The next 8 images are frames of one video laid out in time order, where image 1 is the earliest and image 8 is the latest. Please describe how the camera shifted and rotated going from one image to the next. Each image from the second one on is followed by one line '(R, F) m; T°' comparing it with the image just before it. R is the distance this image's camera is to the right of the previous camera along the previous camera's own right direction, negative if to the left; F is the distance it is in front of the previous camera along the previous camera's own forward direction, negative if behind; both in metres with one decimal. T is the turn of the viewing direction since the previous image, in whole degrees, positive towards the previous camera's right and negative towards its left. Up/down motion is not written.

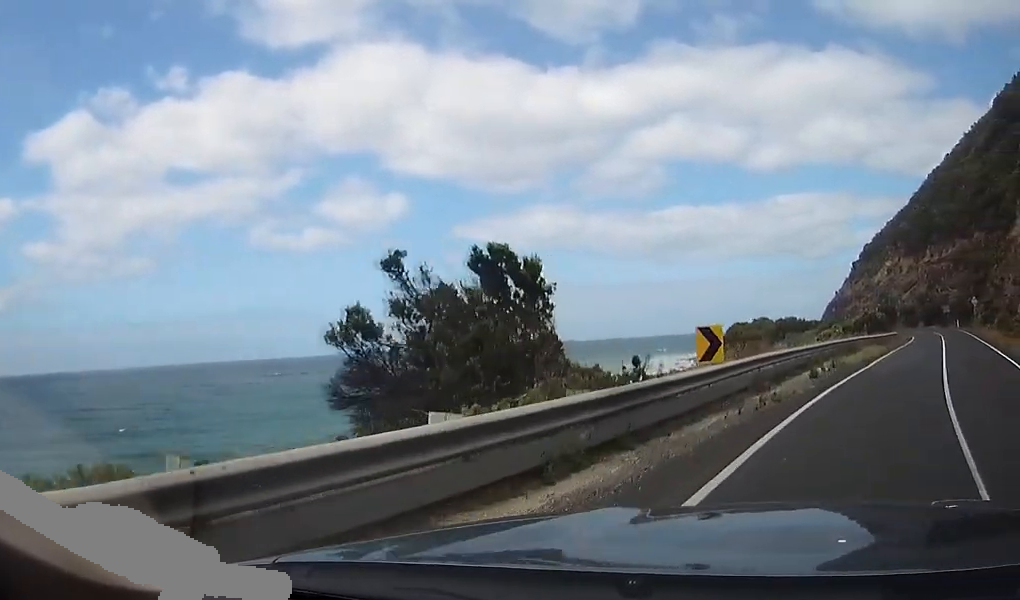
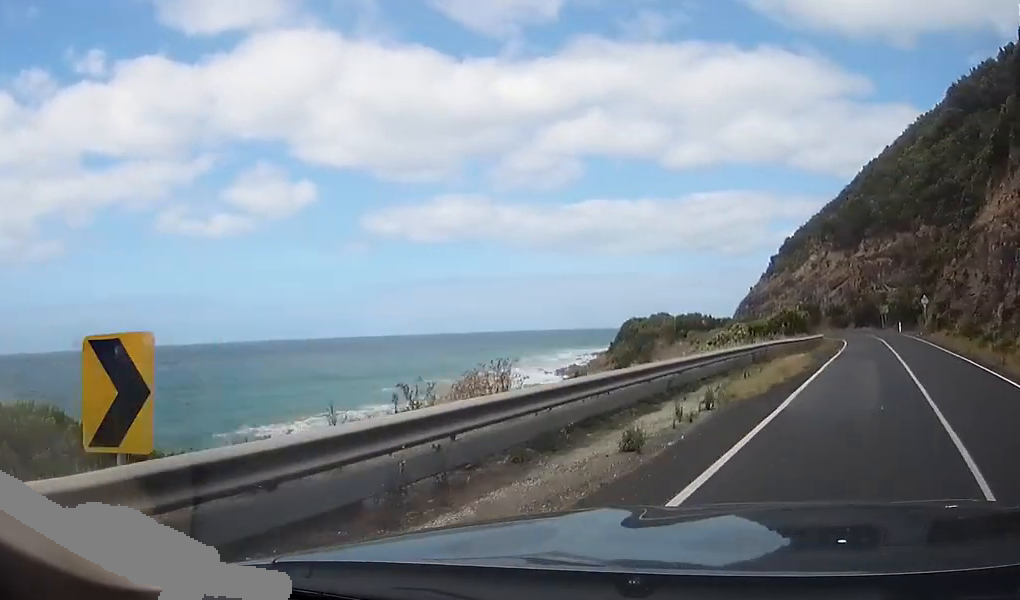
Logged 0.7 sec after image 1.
(+0.5, +11.6) m; +3°
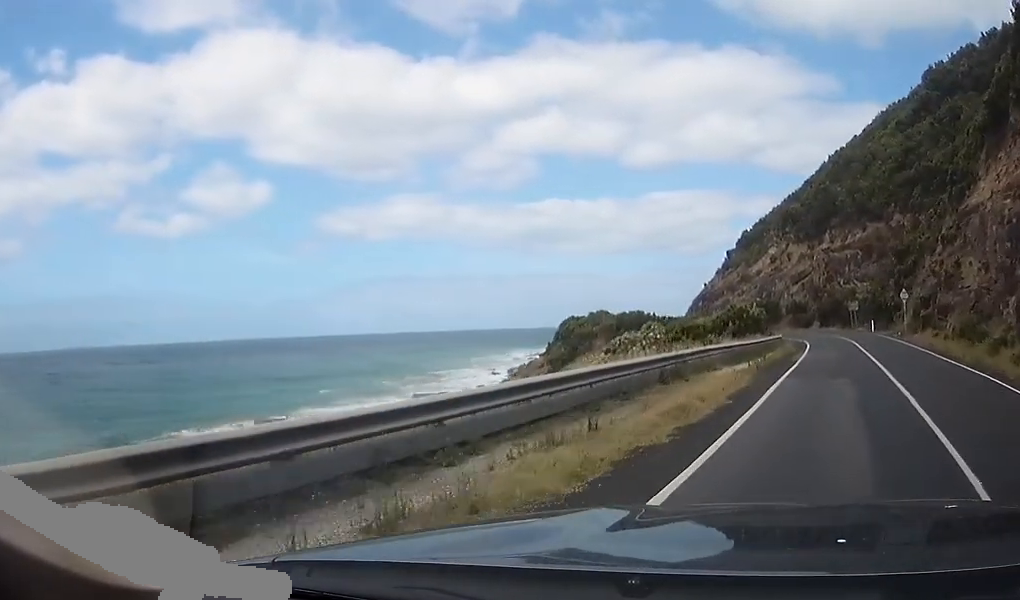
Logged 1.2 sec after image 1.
(+0.2, +9.1) m; 0°
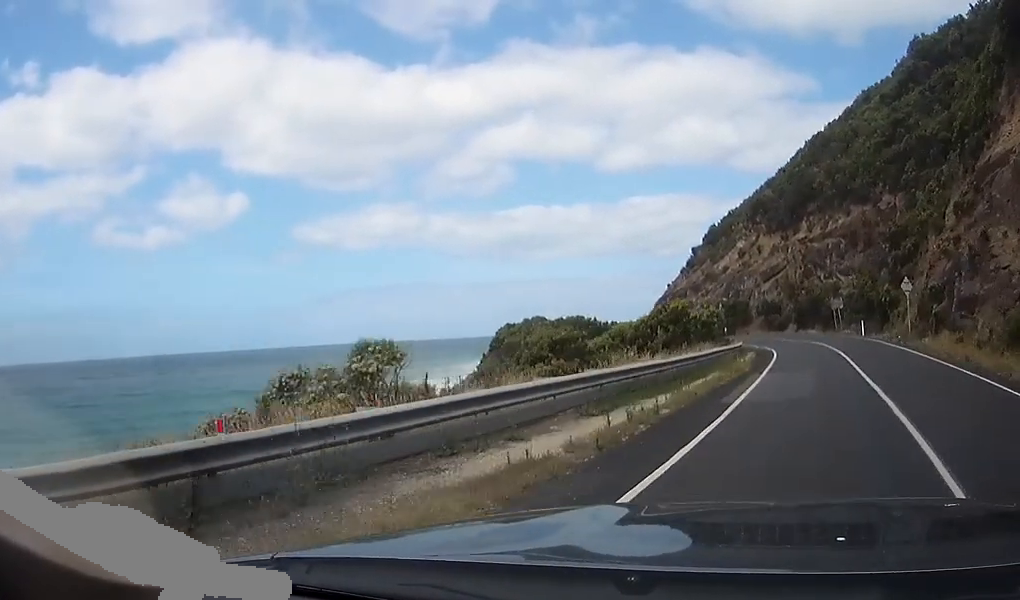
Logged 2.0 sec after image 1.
(0.0, +13.4) m; -2°
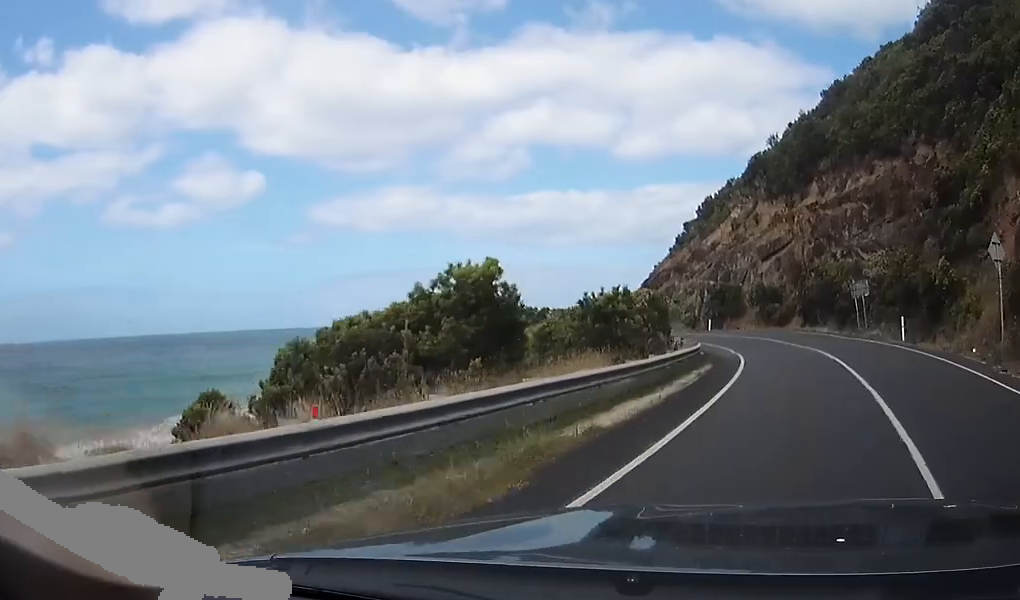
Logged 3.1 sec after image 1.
(-0.8, +19.3) m; -8°
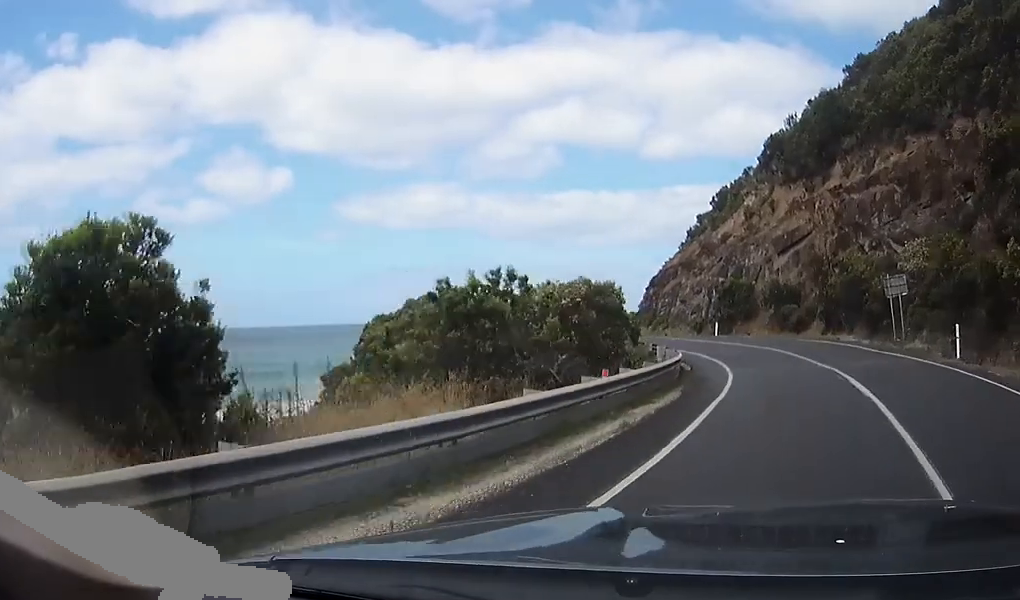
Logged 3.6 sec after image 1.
(-0.1, +8.7) m; -5°
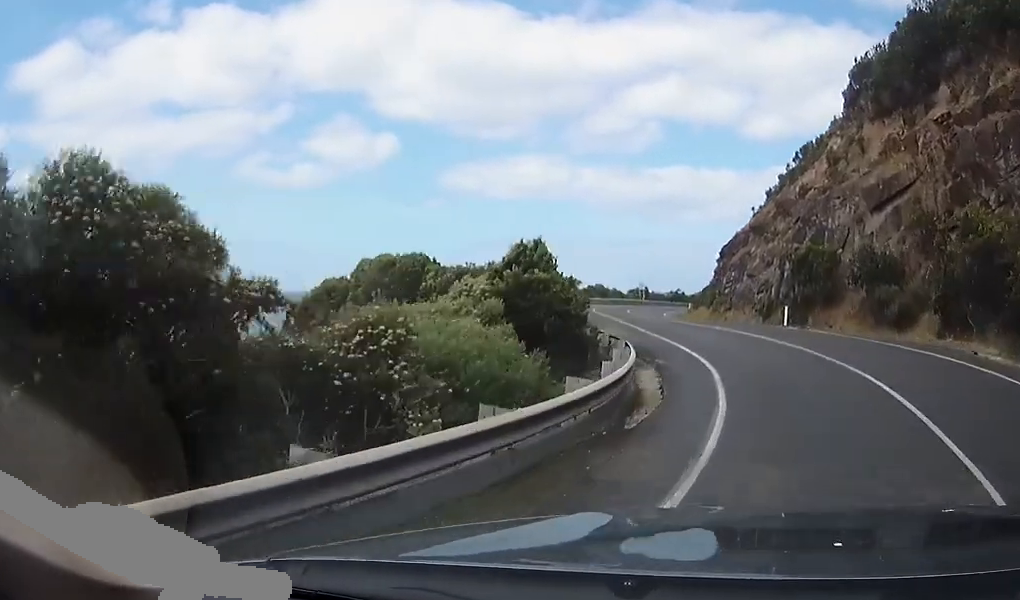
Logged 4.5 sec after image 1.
(-1.5, +16.0) m; -12°
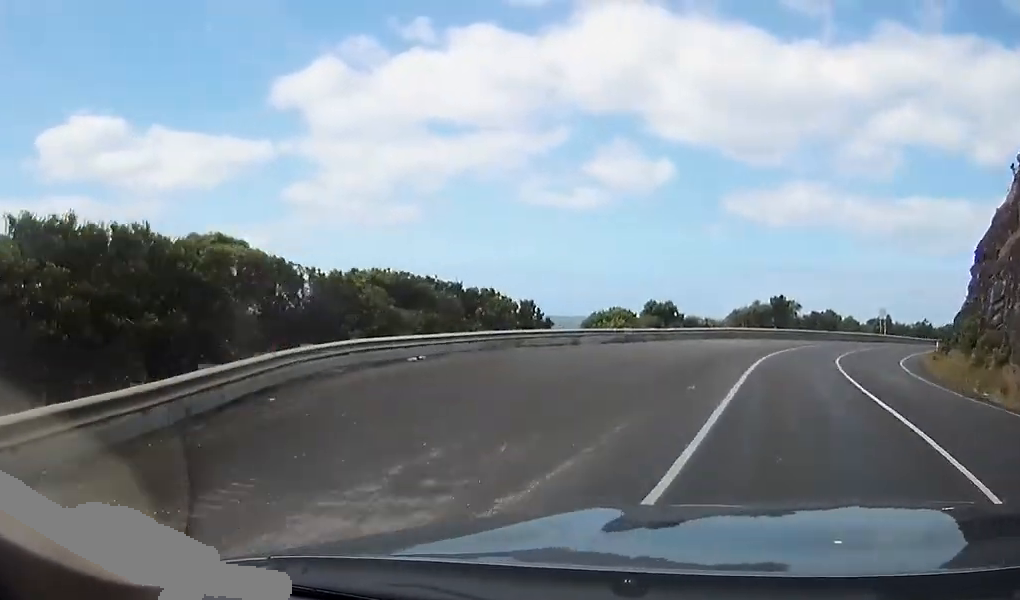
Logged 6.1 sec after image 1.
(-3.4, +26.0) m; -6°
